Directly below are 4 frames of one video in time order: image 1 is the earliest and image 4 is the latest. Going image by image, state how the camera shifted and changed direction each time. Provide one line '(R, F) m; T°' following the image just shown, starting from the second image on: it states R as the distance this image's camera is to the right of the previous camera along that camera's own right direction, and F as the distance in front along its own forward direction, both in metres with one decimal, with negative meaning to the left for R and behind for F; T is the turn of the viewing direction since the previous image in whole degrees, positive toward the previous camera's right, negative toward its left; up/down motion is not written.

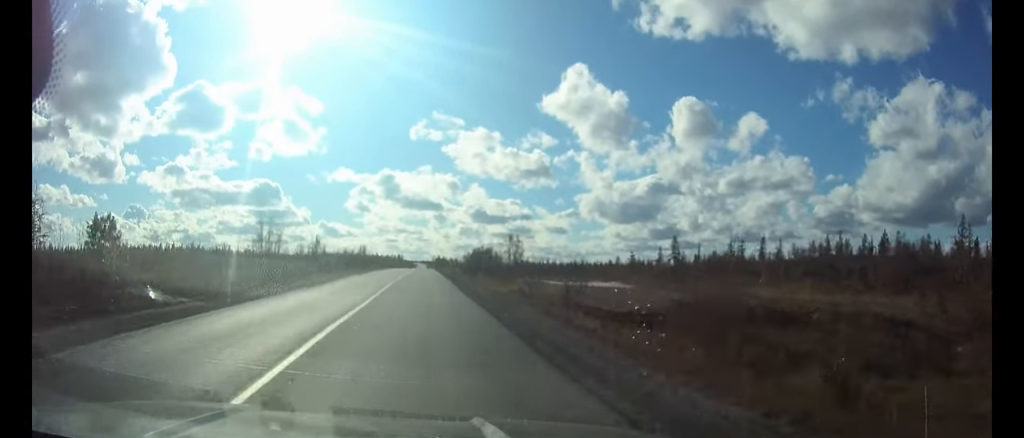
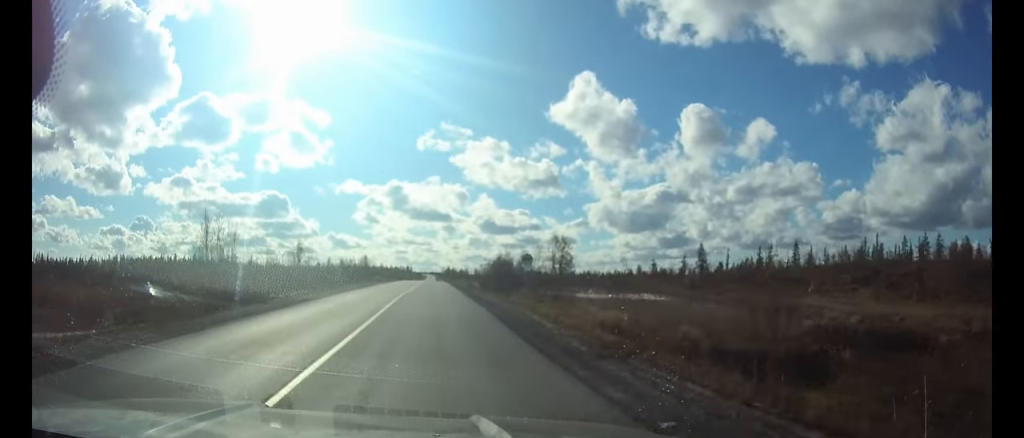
(0.0, +13.5) m; 0°
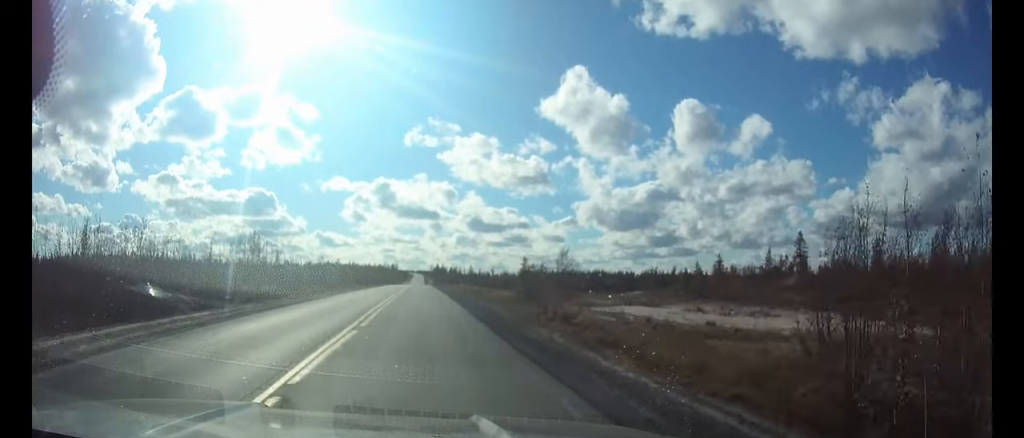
(+0.2, +69.9) m; 0°
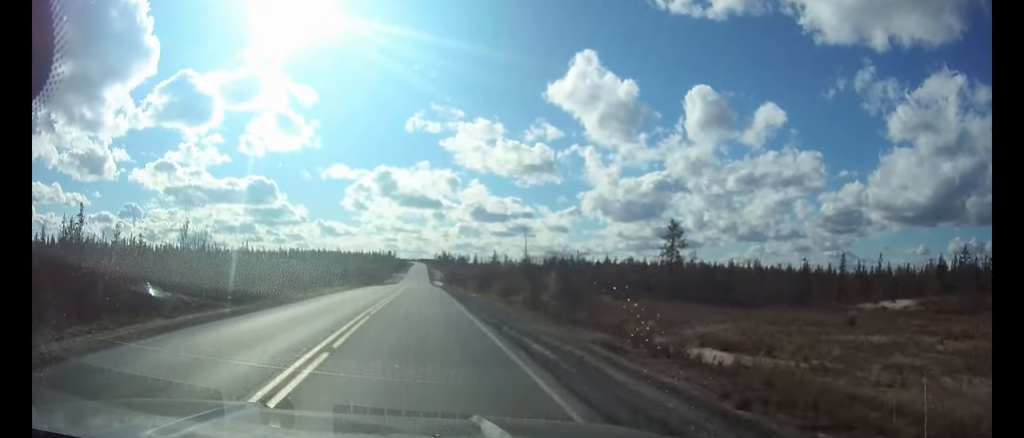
(-0.3, +111.6) m; 0°
